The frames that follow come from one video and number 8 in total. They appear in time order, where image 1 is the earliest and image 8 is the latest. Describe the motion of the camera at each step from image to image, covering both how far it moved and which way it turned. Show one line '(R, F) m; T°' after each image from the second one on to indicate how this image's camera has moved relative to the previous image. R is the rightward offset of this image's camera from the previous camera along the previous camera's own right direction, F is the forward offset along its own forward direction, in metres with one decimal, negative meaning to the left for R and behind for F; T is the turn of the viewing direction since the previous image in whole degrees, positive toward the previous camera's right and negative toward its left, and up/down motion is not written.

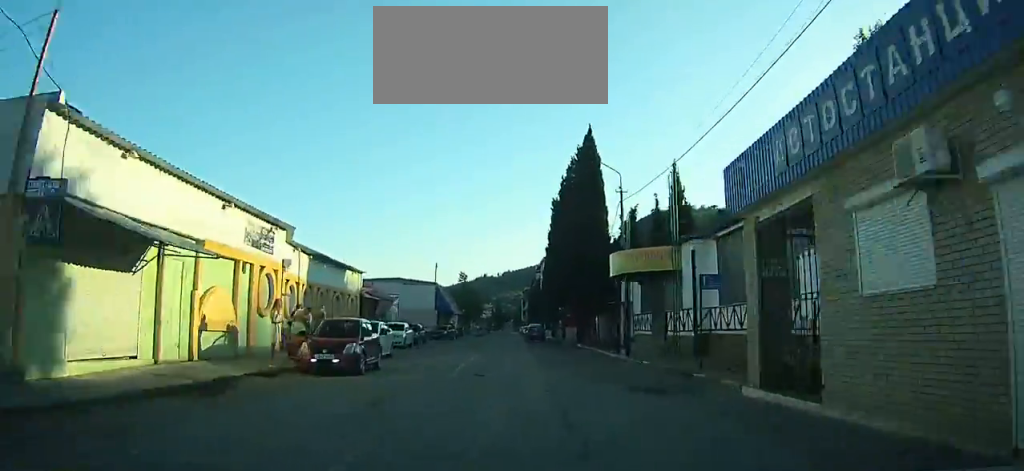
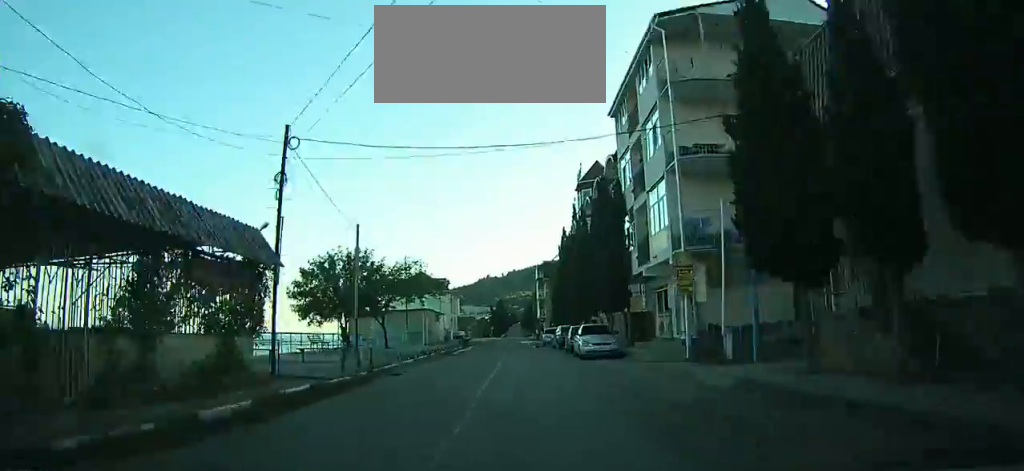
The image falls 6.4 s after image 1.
(-0.7, +73.5) m; 0°
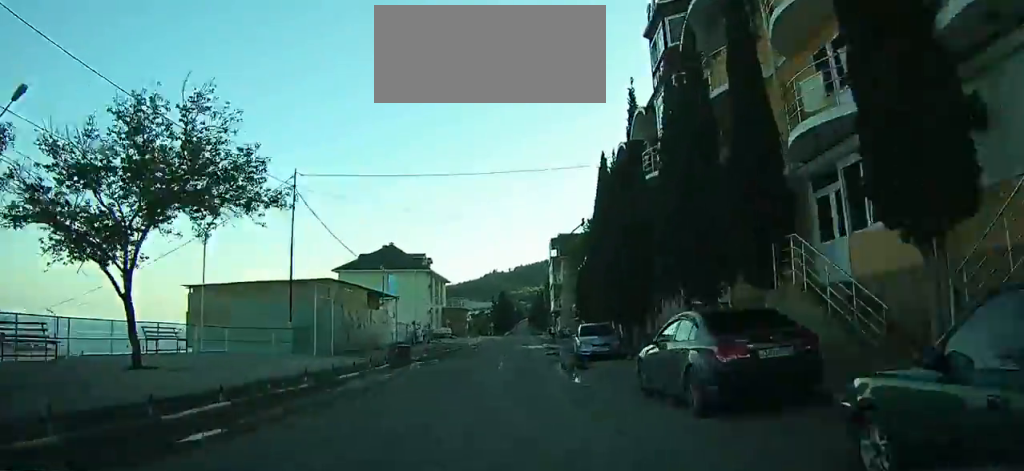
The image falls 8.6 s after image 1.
(+0.3, +27.0) m; 0°
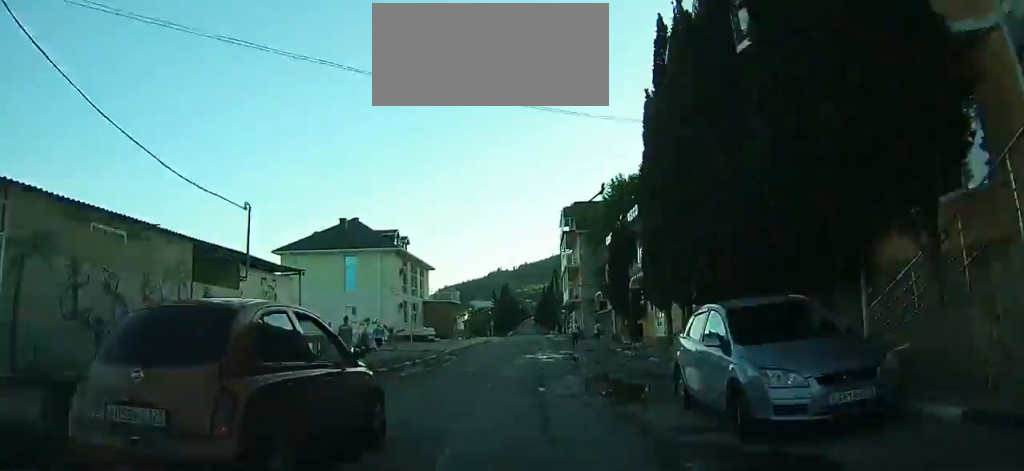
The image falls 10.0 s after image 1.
(-0.3, +18.0) m; 0°
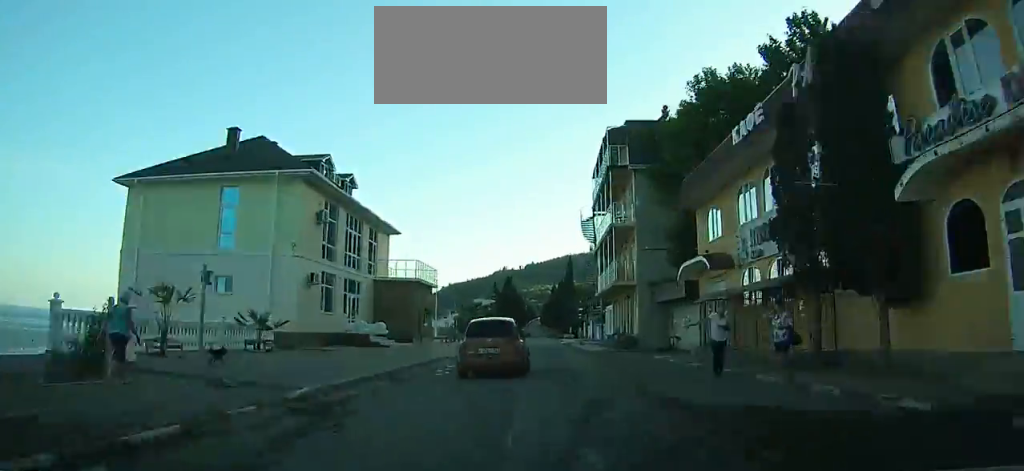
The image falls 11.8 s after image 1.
(-0.1, +23.5) m; 0°
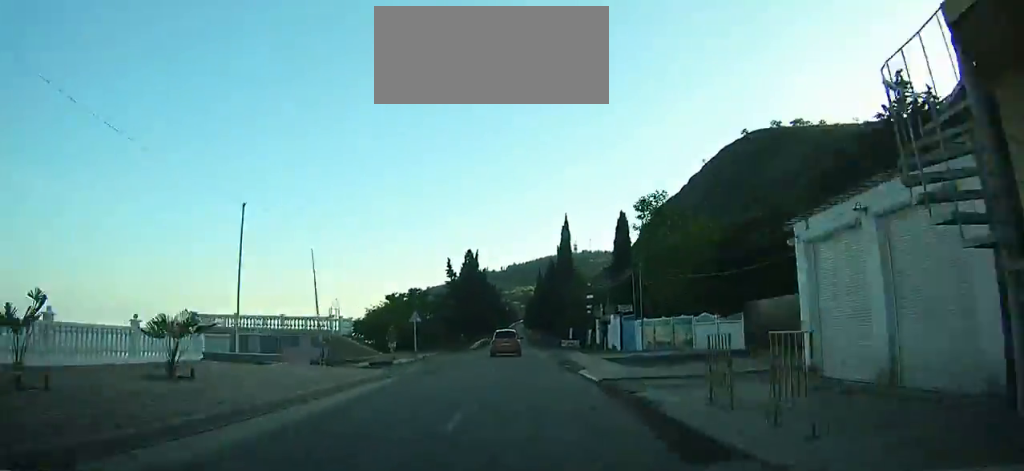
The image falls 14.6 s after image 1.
(+0.2, +38.5) m; 0°
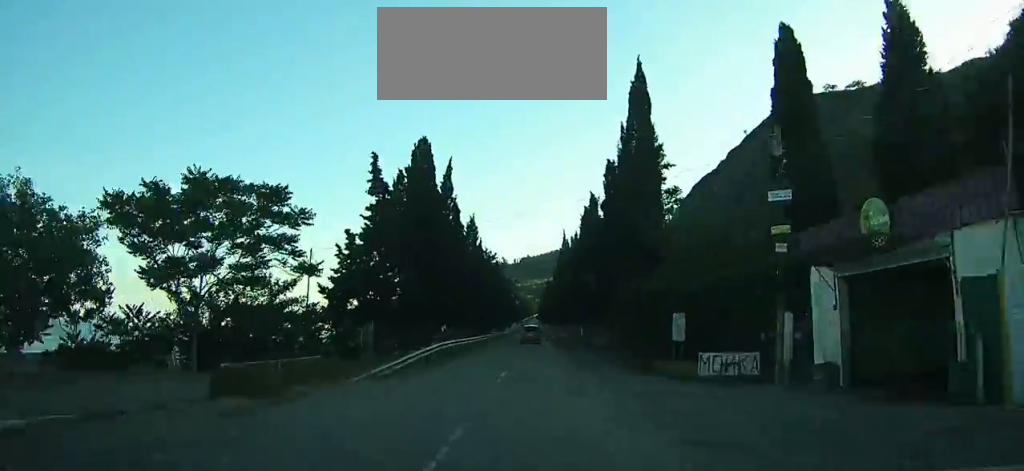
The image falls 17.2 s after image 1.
(+0.1, +37.7) m; 0°
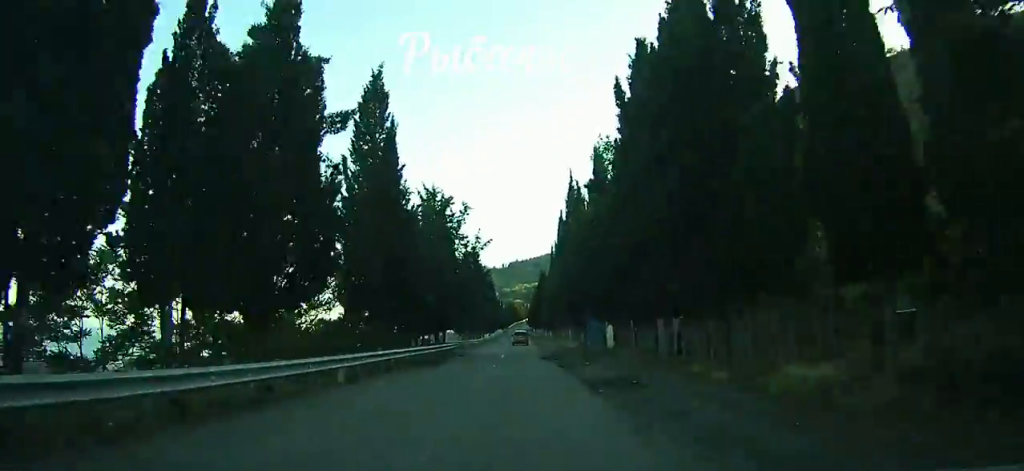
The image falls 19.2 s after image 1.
(+0.1, +30.7) m; 0°
